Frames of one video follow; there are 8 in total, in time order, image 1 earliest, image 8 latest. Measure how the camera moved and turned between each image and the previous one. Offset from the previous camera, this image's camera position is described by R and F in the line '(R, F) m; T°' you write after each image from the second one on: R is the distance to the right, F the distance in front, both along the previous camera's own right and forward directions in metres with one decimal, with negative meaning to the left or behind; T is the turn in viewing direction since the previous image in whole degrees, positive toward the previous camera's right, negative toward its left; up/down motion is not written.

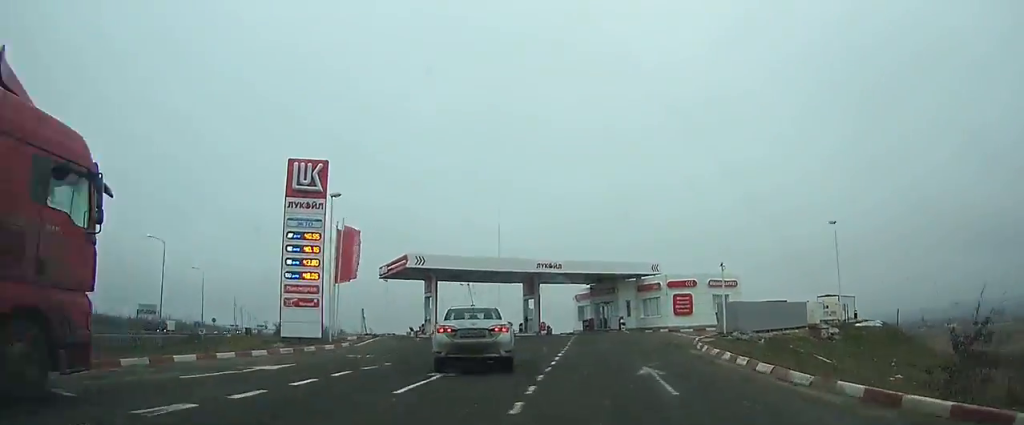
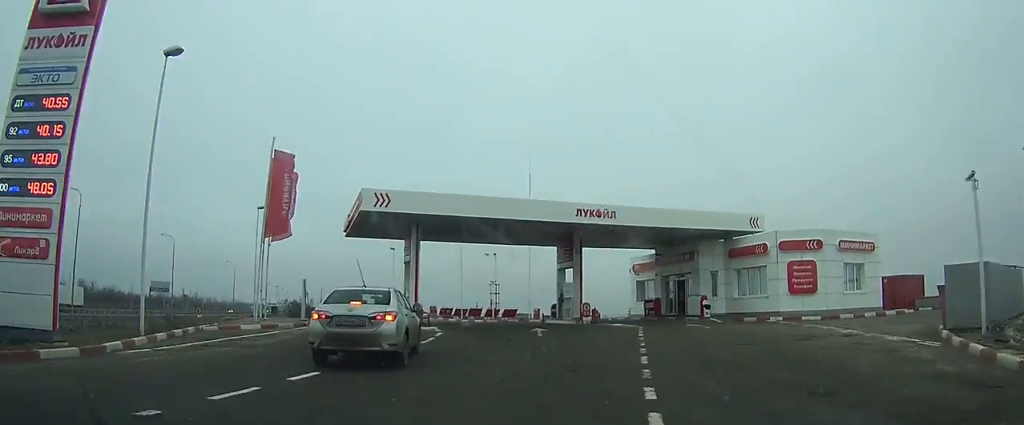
(-0.2, +13.9) m; -3°
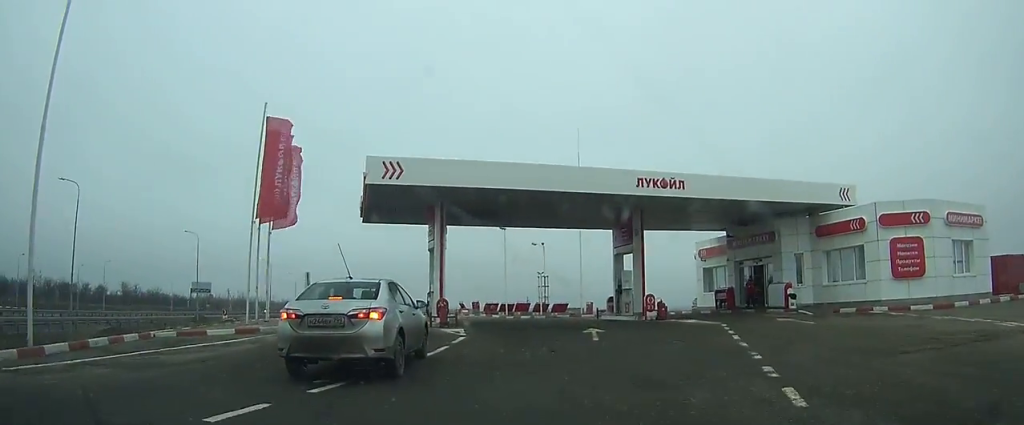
(0.0, +4.8) m; -2°
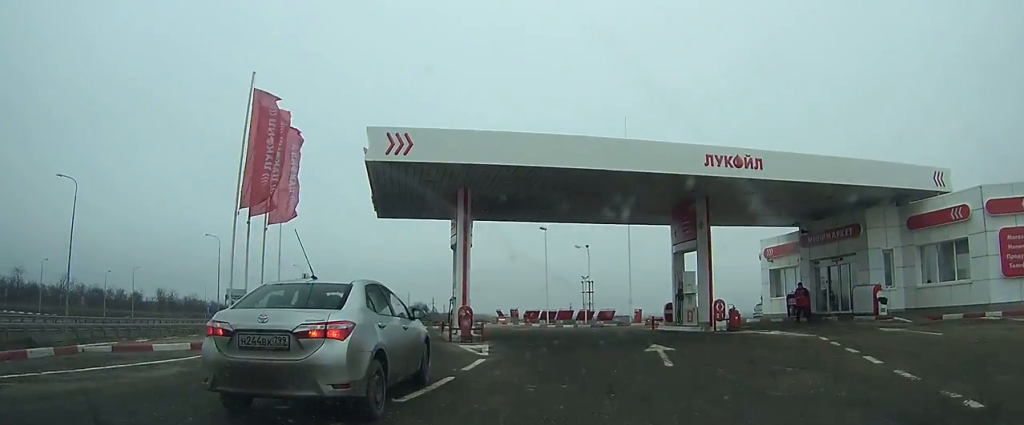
(-0.3, +7.1) m; -16°
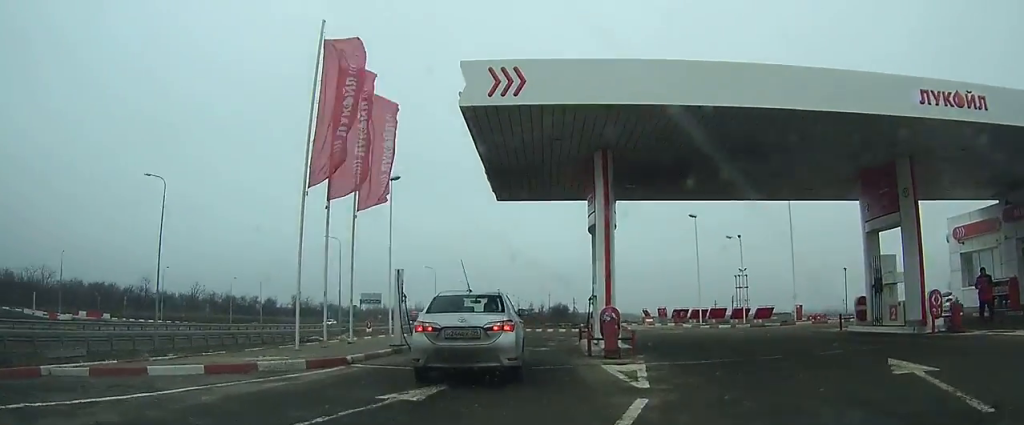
(-1.7, +8.3) m; -14°
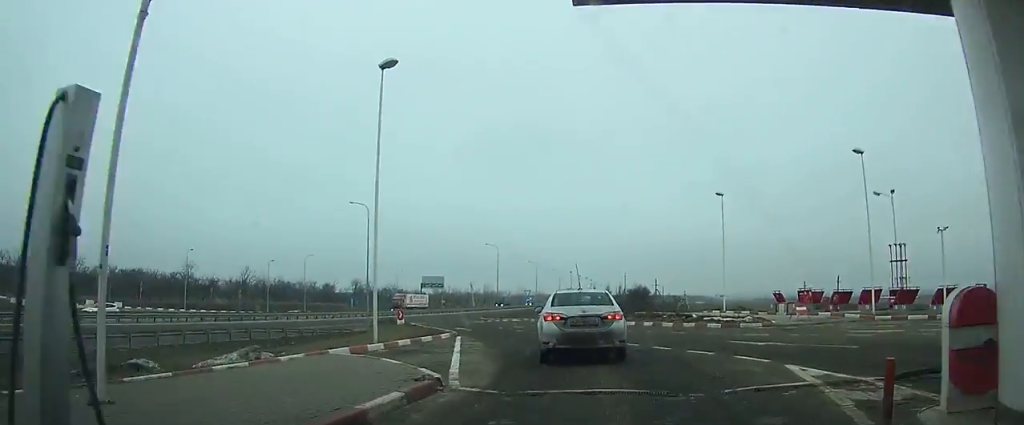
(-0.4, +13.4) m; -3°
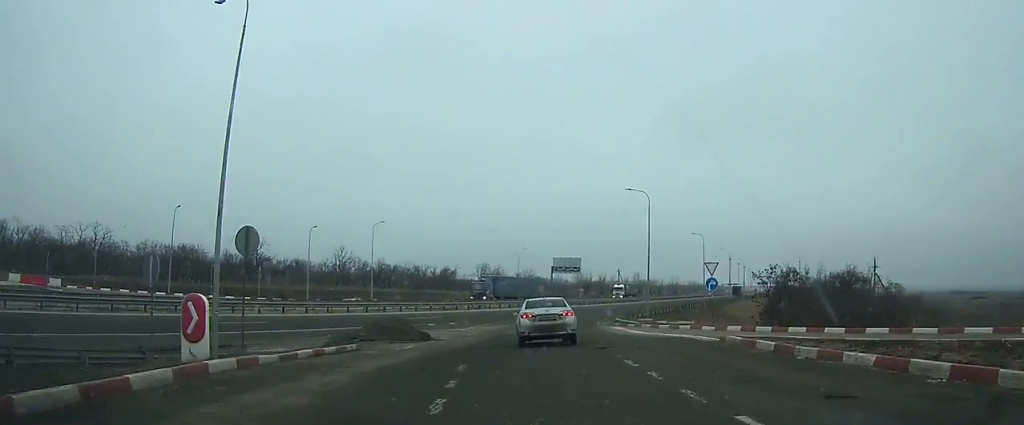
(-2.8, +35.3) m; -6°
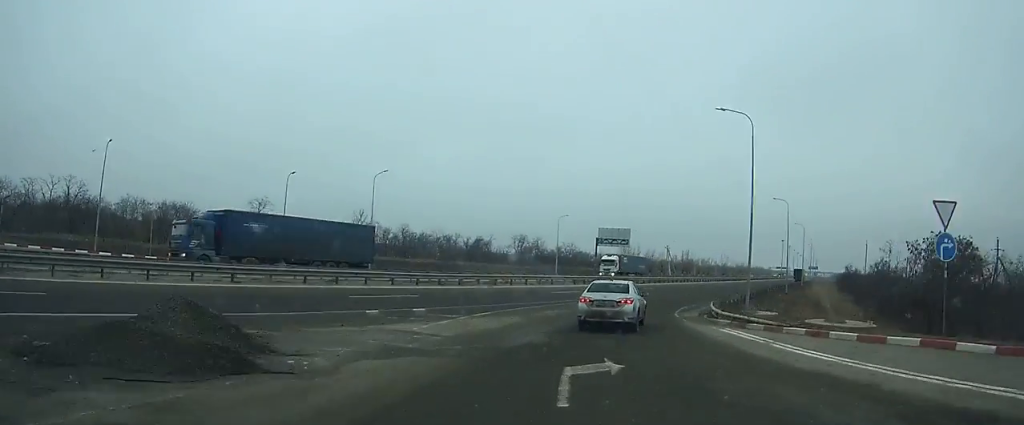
(-0.9, +16.4) m; +1°
